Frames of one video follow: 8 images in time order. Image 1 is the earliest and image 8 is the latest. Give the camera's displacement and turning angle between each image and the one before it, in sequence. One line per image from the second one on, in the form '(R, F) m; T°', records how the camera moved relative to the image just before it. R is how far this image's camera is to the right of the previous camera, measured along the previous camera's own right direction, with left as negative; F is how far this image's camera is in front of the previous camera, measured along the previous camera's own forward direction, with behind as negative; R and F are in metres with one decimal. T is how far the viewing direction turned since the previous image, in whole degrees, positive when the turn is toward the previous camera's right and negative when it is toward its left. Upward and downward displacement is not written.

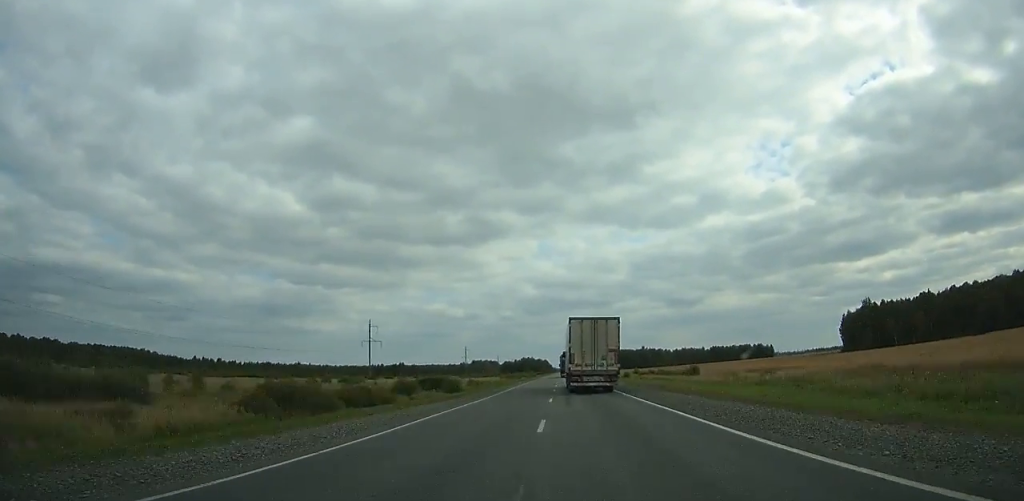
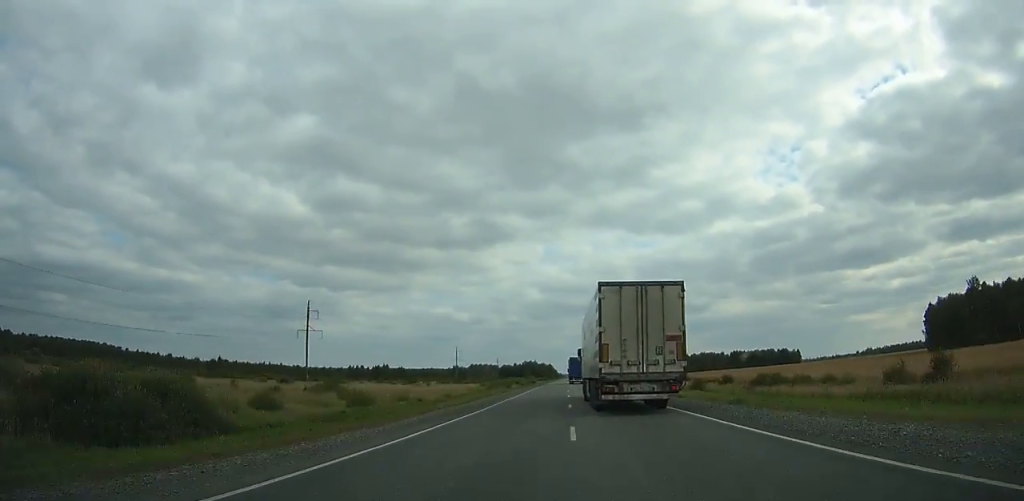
(0.0, +60.9) m; 0°
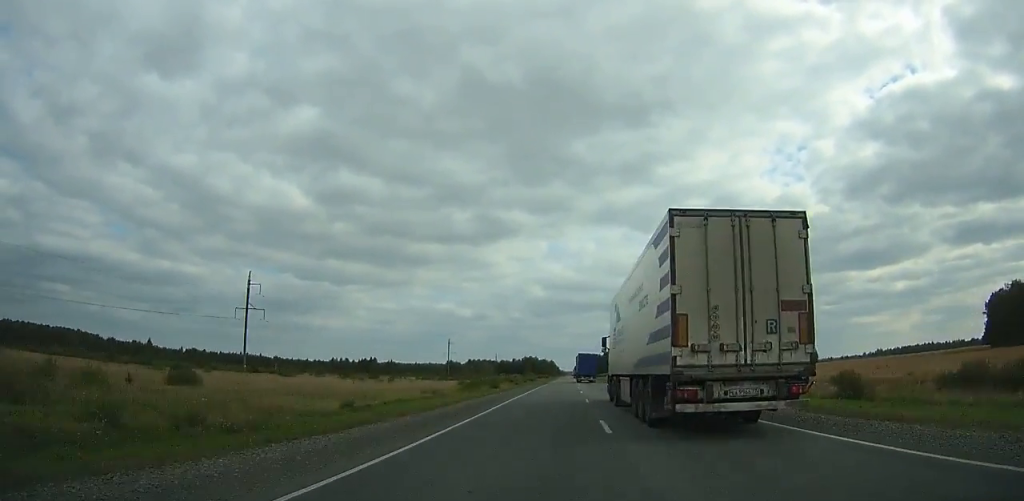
(-0.1, +34.9) m; 0°
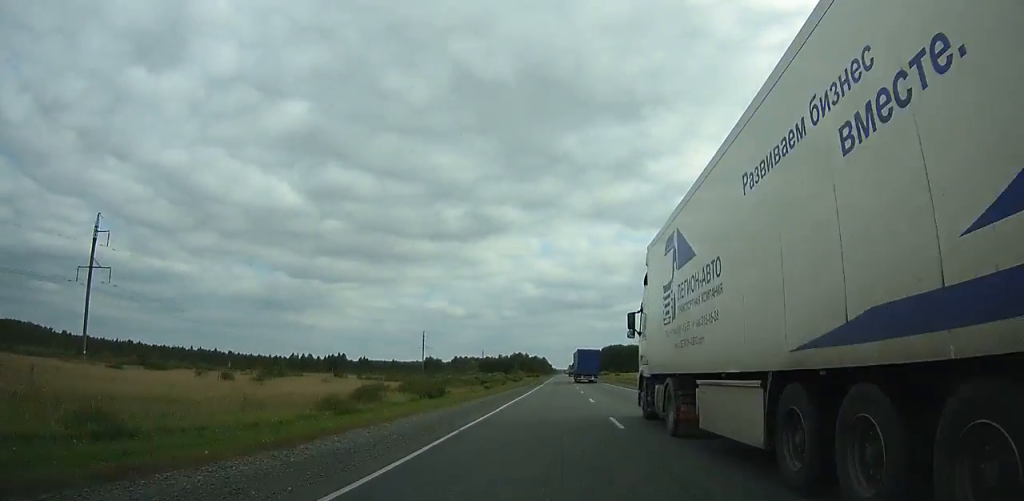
(-0.1, +46.5) m; 0°
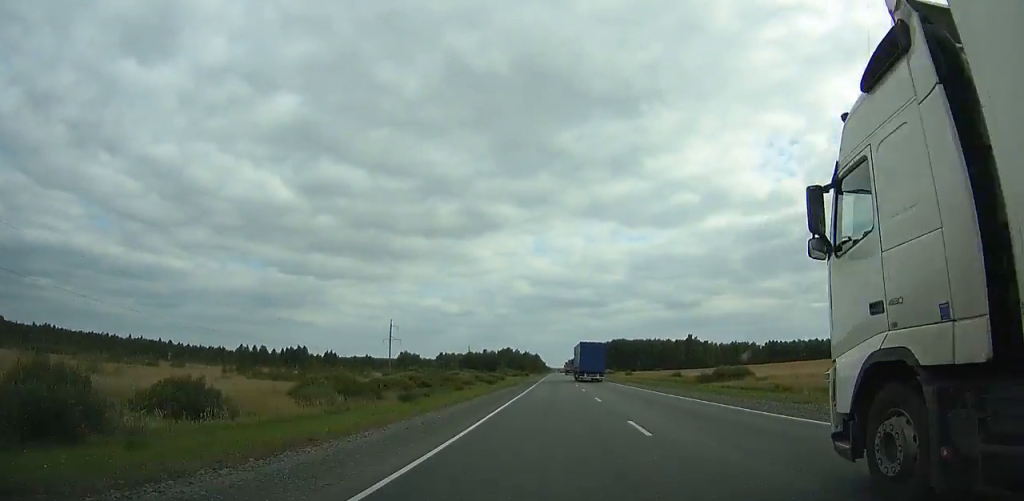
(-0.1, +49.2) m; 0°
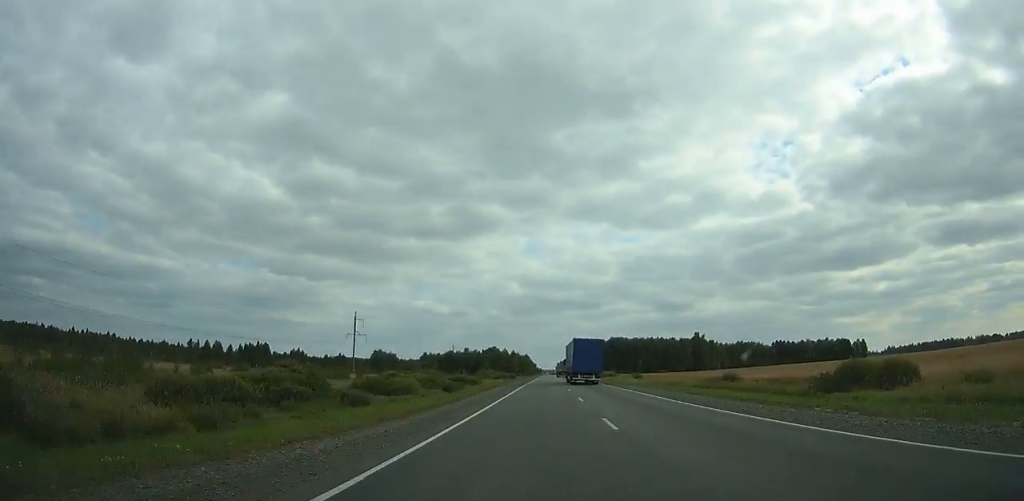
(+0.1, +34.2) m; 0°
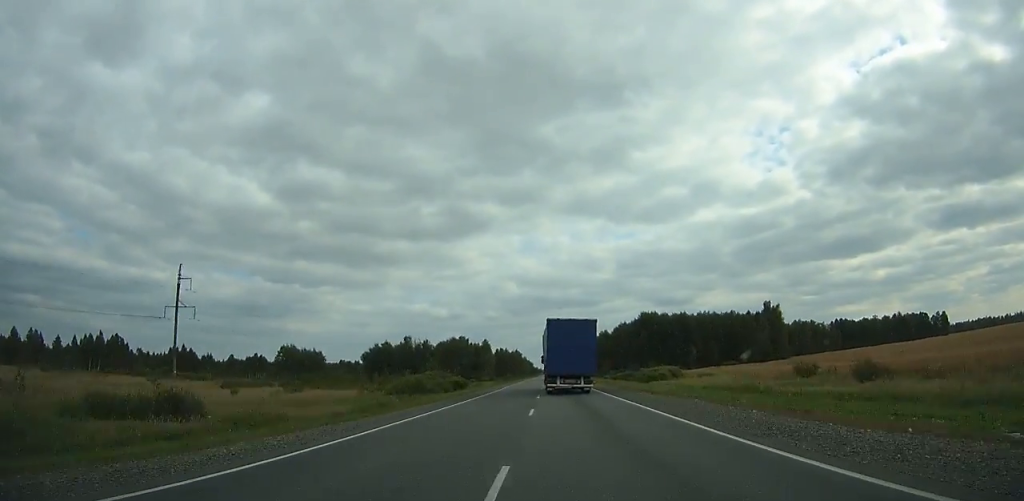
(+0.9, +102.2) m; 0°
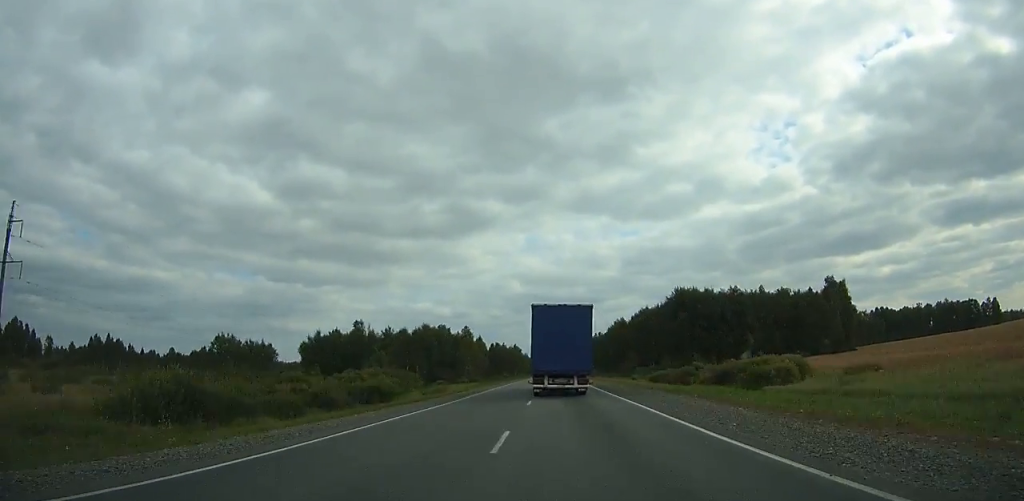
(+0.2, +45.3) m; 0°
